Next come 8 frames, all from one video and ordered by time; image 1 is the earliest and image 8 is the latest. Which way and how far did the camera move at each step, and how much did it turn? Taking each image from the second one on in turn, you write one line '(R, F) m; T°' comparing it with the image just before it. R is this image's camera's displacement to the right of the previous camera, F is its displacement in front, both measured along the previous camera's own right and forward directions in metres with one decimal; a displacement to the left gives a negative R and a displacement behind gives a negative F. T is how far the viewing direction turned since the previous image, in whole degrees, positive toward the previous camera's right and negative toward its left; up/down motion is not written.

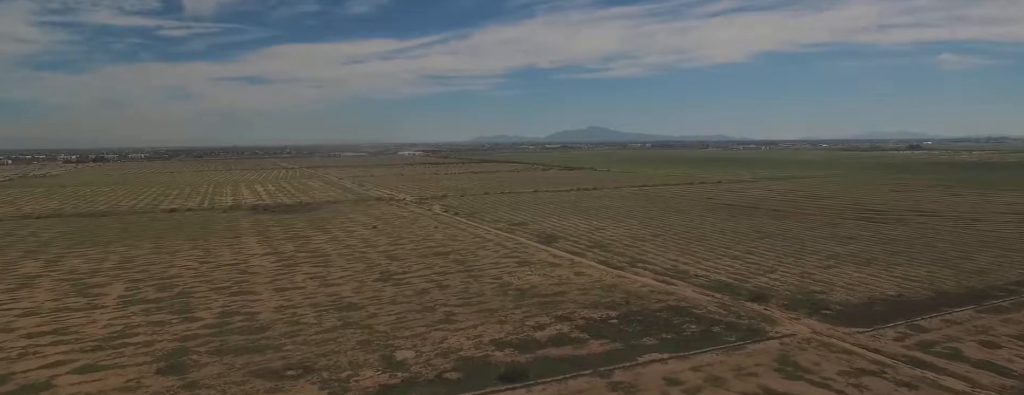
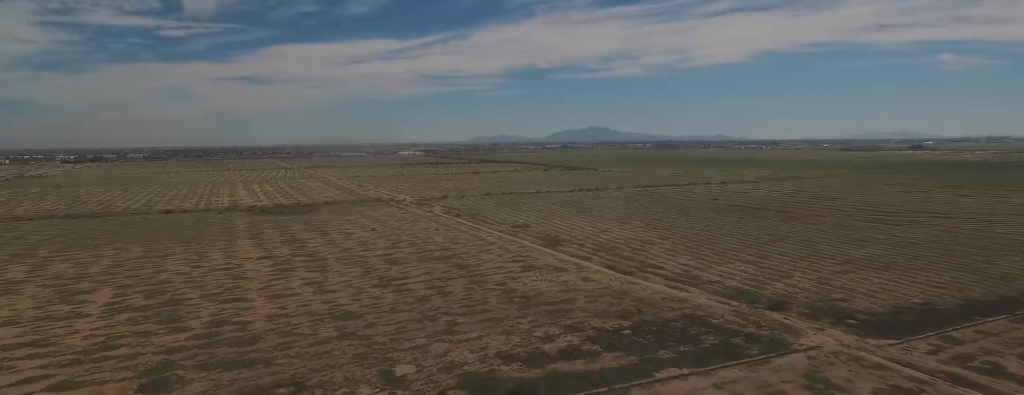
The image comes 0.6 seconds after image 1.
(0.0, +8.9) m; 0°
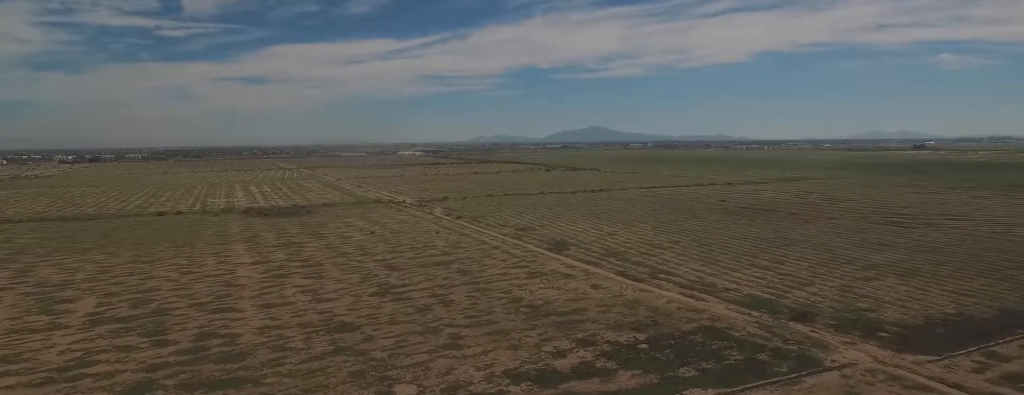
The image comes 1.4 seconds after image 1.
(0.0, +10.4) m; 0°
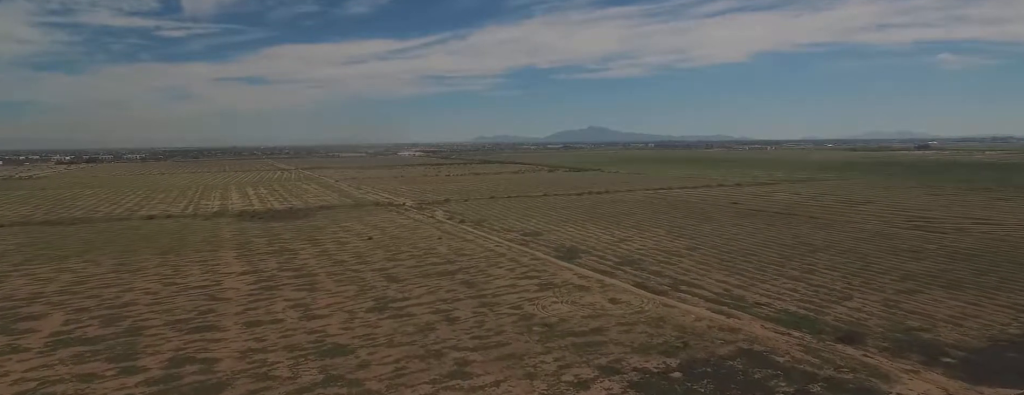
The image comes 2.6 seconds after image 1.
(+0.2, +17.4) m; +1°
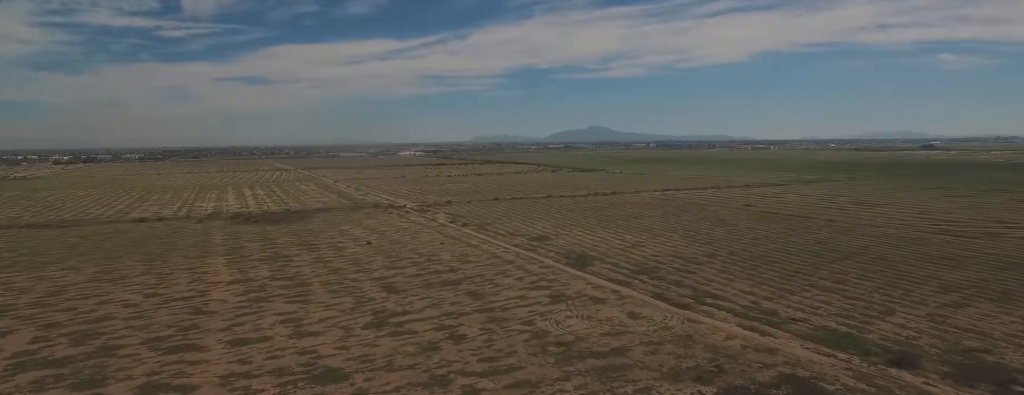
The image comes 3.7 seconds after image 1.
(0.0, +15.4) m; 0°
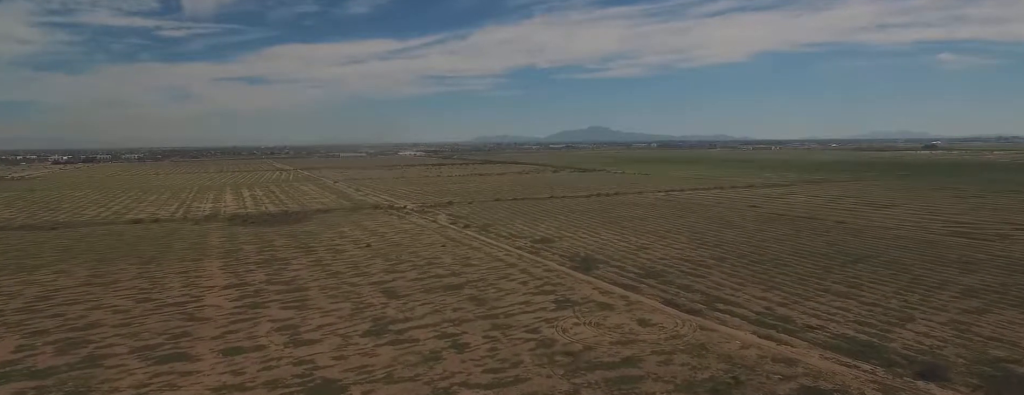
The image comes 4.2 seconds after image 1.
(0.0, +6.5) m; 0°
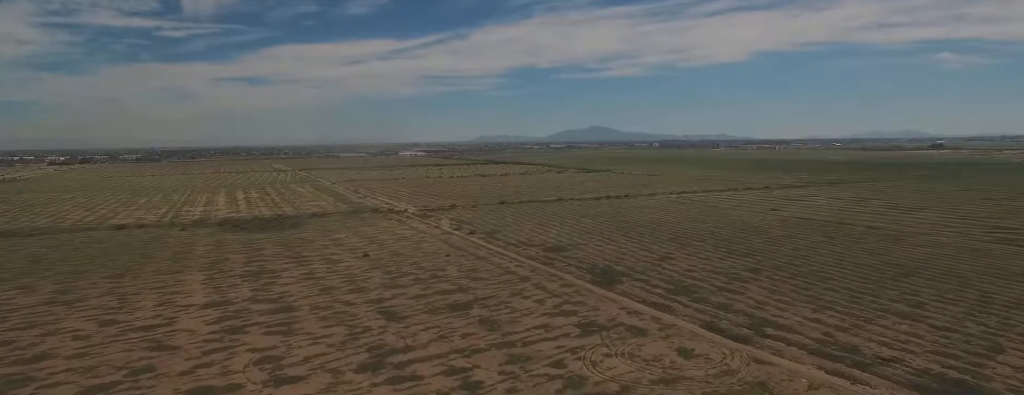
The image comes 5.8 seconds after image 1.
(+0.1, +22.9) m; 0°
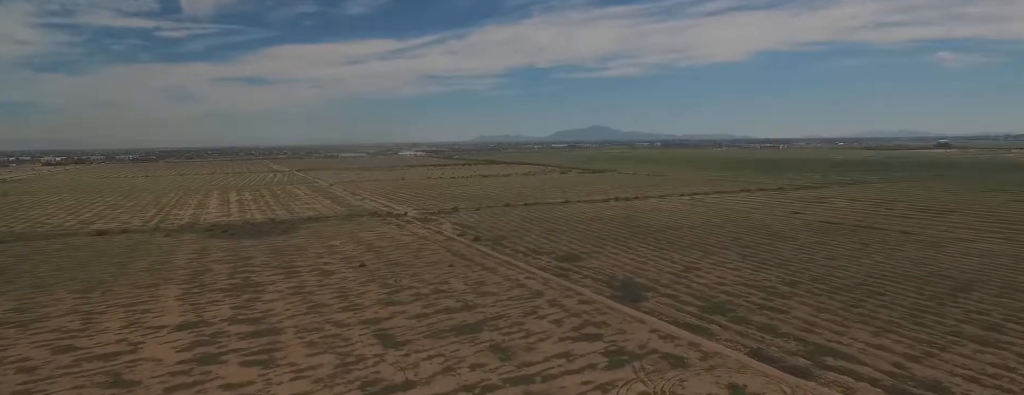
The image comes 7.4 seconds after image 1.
(-0.2, +21.4) m; -2°
